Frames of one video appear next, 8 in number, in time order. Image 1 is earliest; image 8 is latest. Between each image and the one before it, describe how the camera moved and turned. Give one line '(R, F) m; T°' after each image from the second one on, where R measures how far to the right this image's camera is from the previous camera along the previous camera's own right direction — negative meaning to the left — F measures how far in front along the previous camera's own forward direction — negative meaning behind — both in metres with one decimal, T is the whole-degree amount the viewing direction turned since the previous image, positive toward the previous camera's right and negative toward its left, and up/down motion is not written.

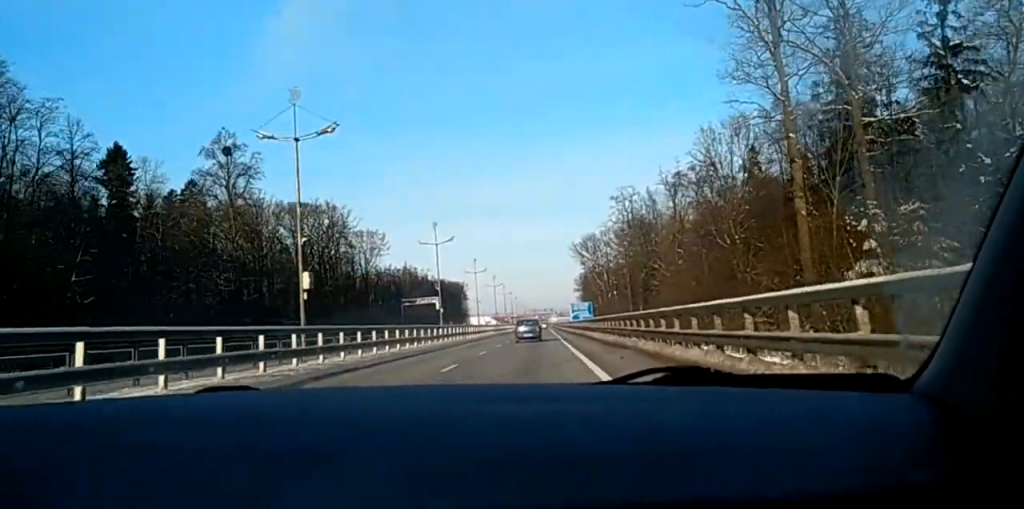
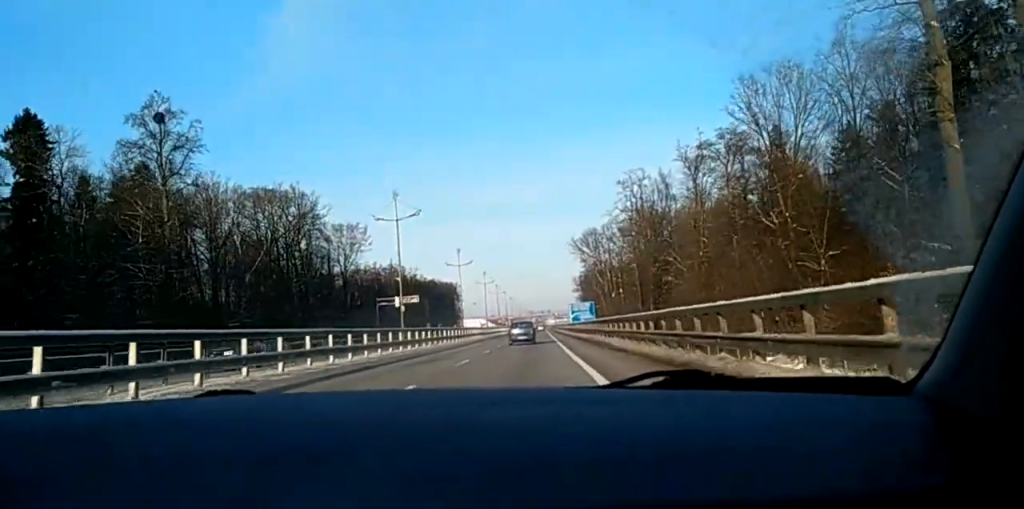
(-0.3, +18.6) m; 0°
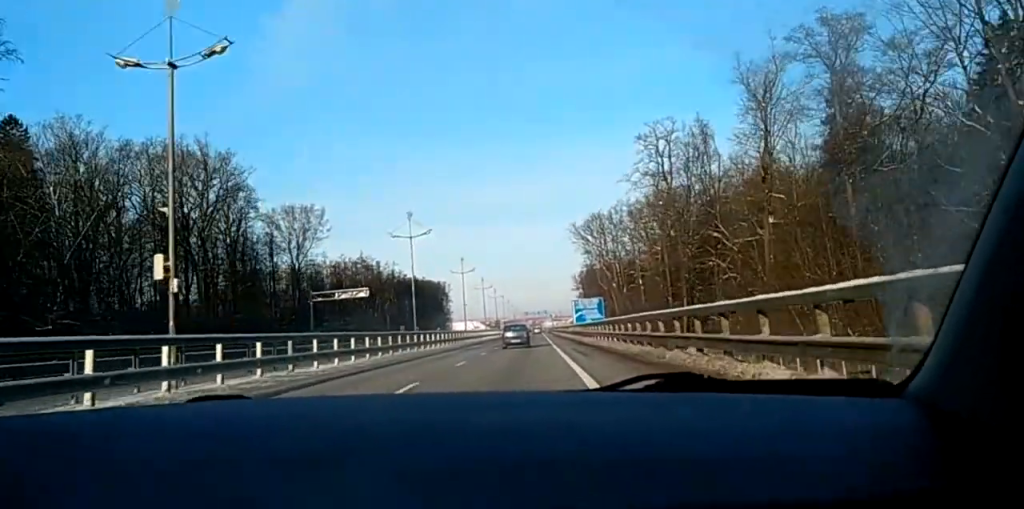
(+0.3, +34.6) m; 0°
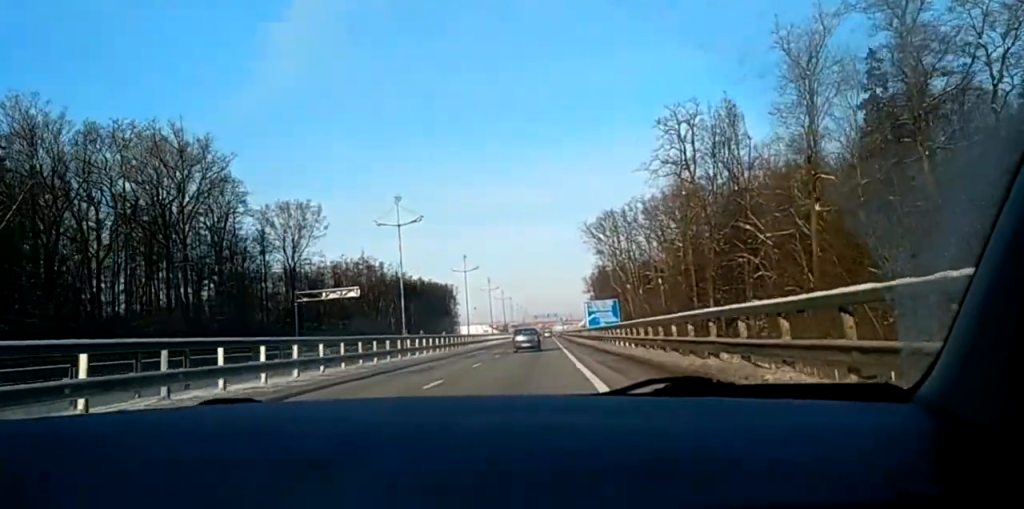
(+0.1, +9.5) m; -1°
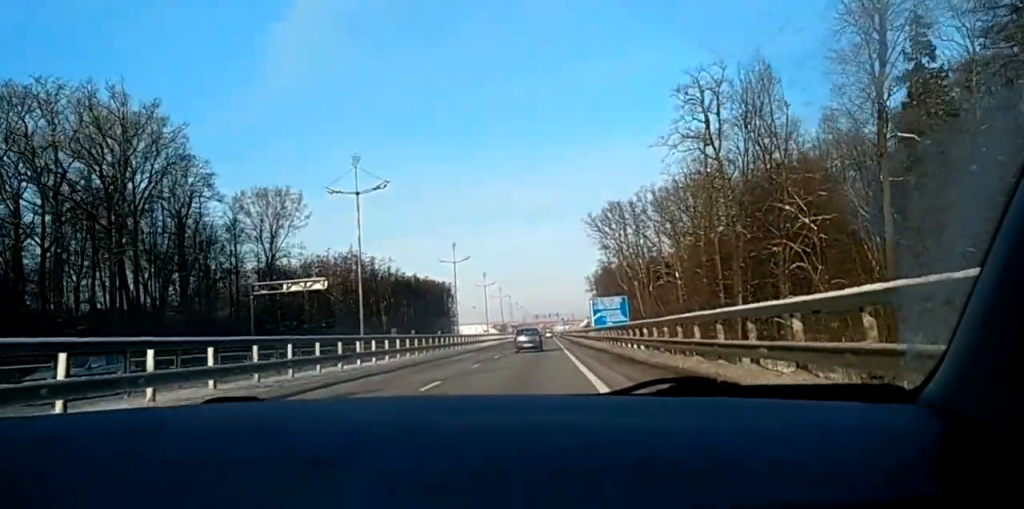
(-0.1, +13.1) m; 0°
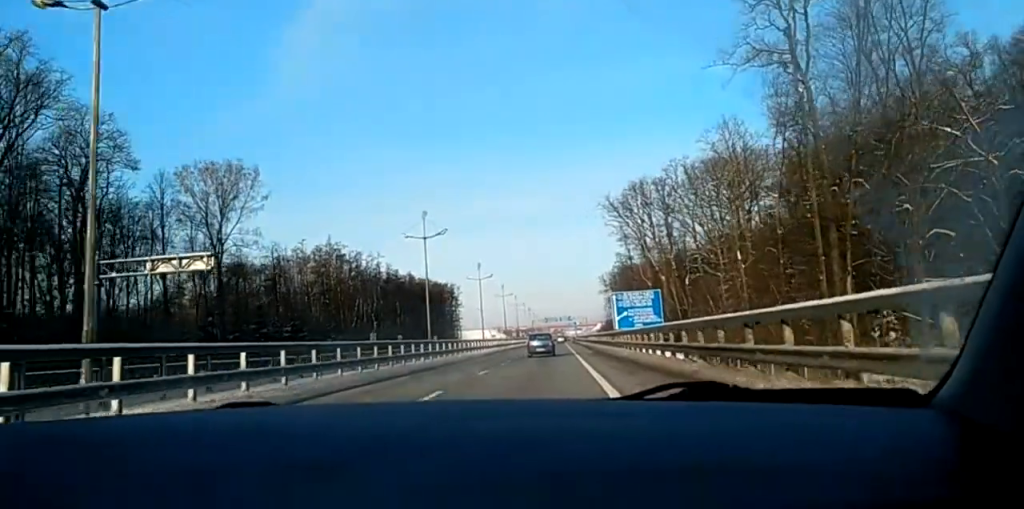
(-0.2, +25.7) m; 0°
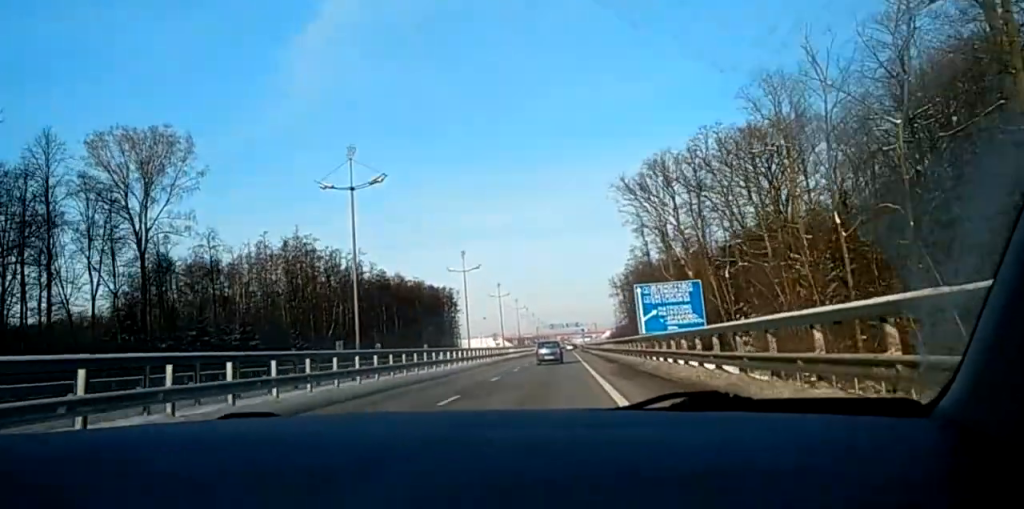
(+0.3, +22.6) m; +1°
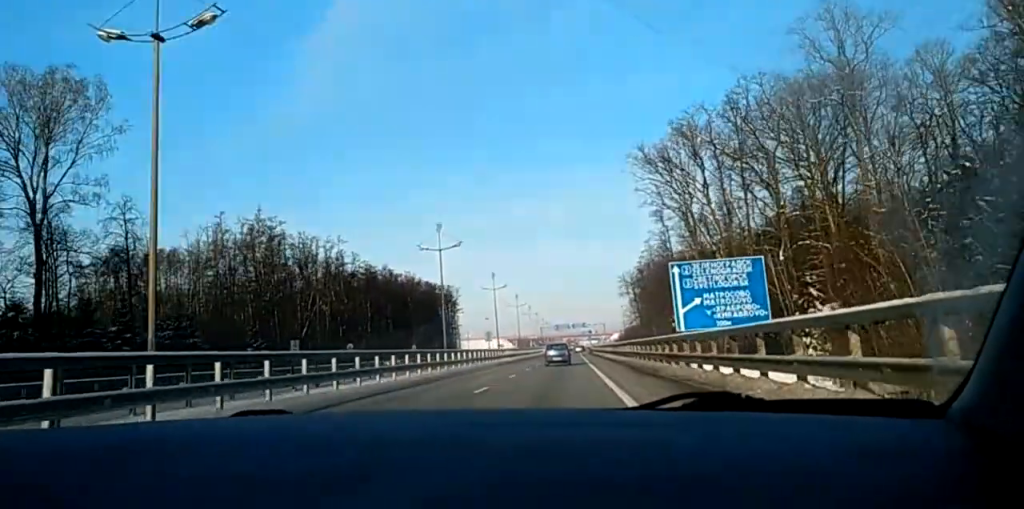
(-0.1, +18.8) m; 0°
